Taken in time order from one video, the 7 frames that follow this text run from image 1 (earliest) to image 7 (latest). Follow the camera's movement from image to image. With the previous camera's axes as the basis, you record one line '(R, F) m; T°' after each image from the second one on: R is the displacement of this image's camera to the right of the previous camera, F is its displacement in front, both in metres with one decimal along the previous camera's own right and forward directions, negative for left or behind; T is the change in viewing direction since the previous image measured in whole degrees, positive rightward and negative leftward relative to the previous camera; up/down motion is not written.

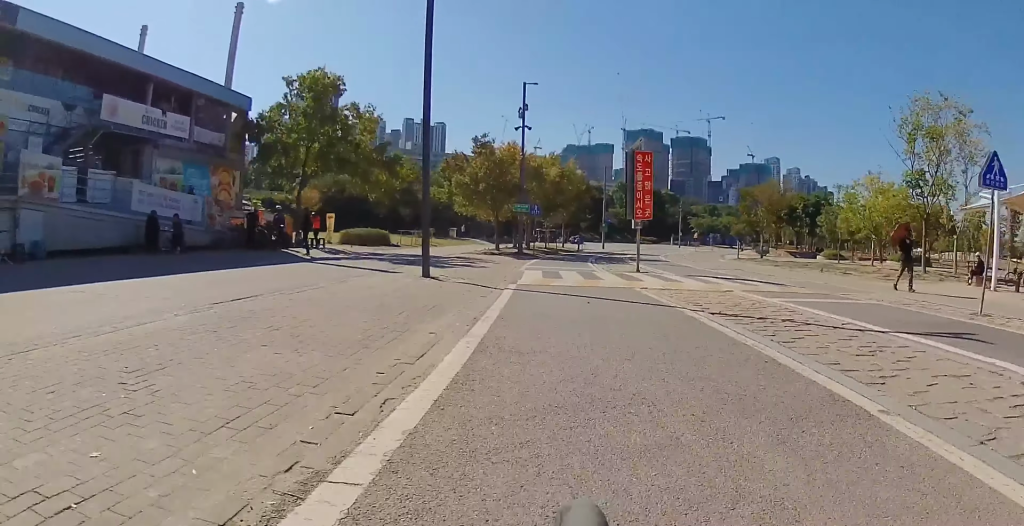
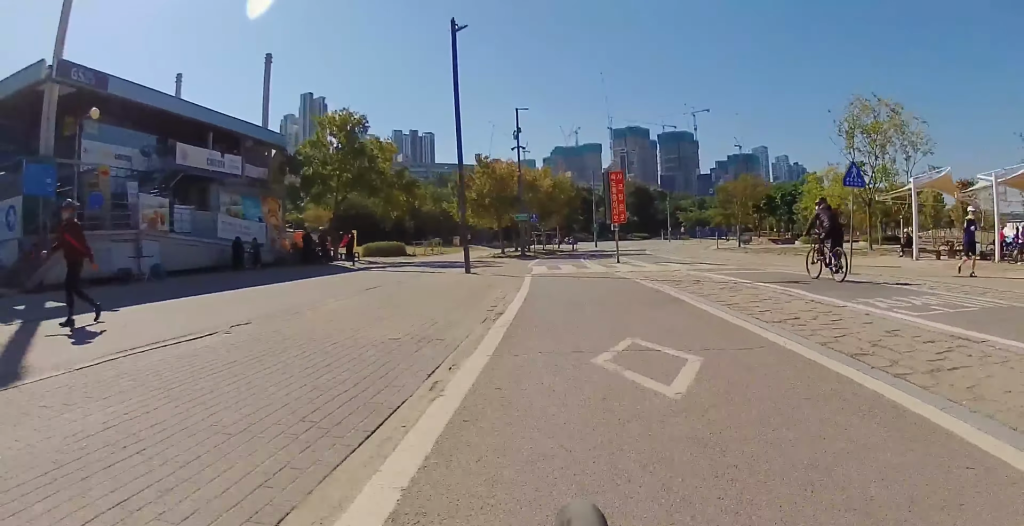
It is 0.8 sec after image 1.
(-0.1, +5.5) m; -1°
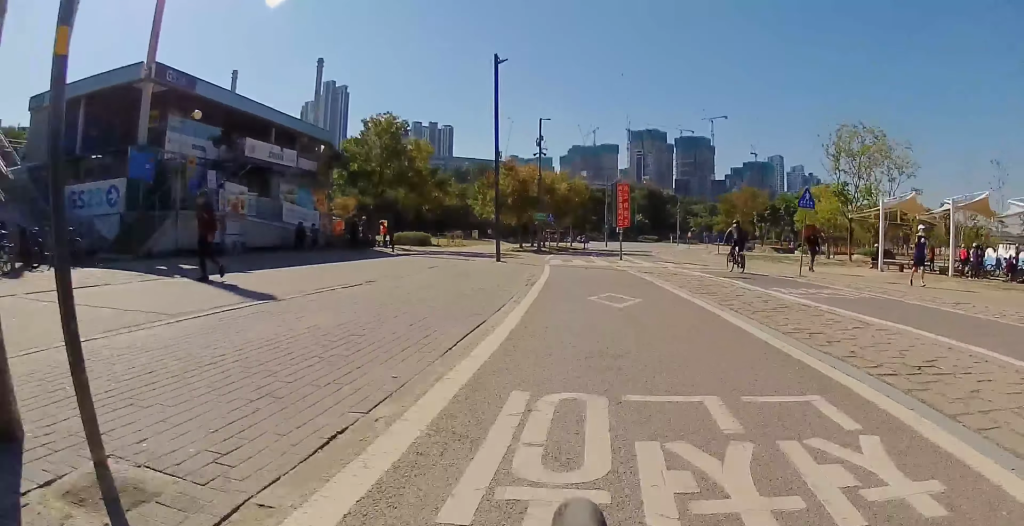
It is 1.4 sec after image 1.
(-0.4, +4.3) m; 0°
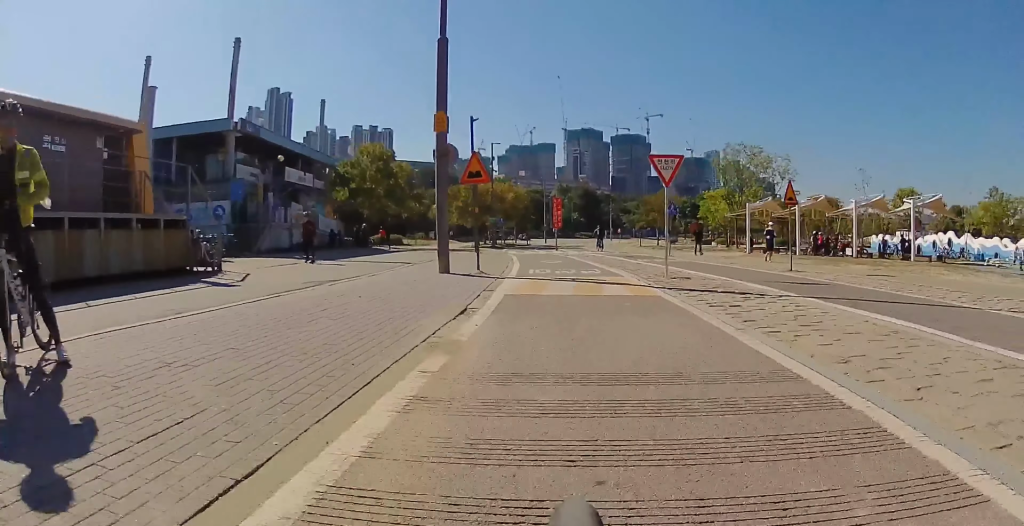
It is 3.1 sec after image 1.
(+0.9, +11.7) m; +7°
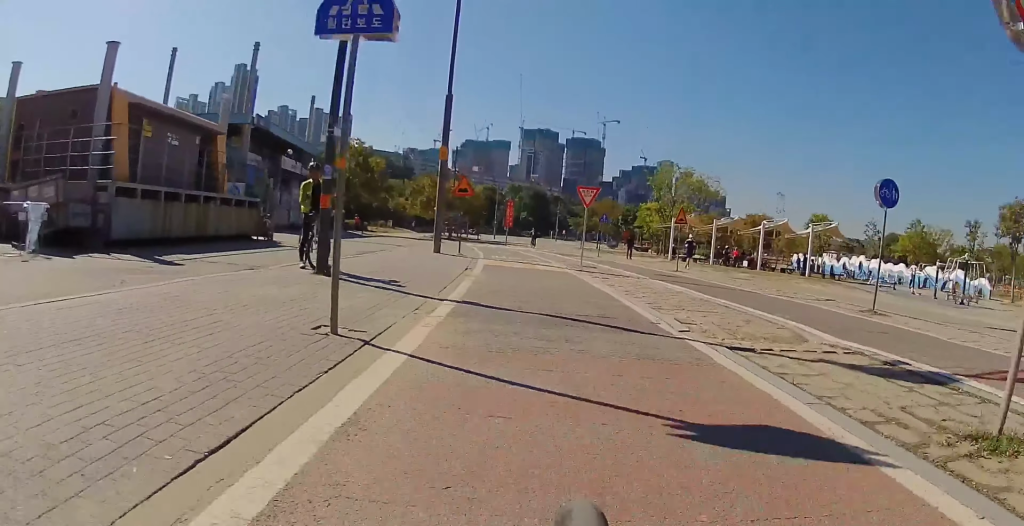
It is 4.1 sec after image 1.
(+0.3, +6.9) m; +4°
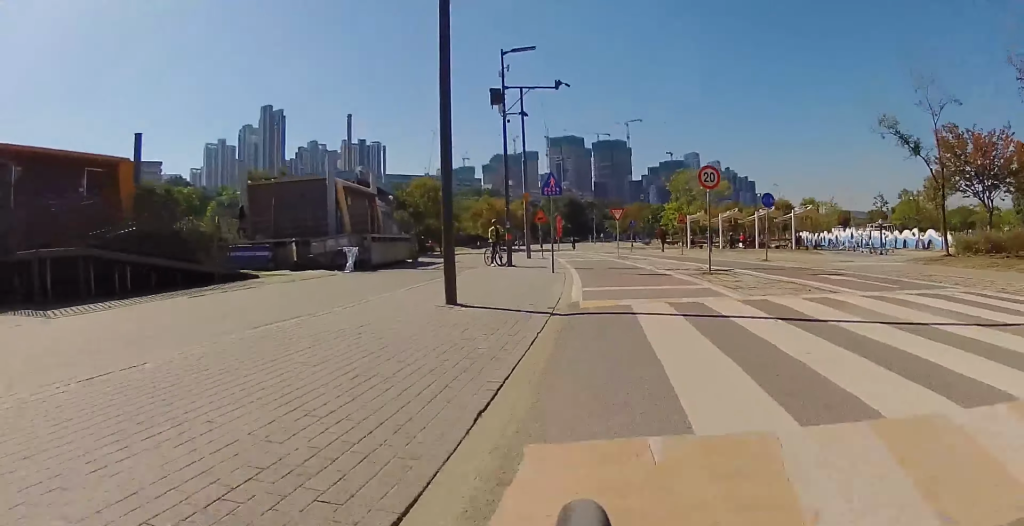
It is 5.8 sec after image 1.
(+0.2, +11.9) m; 0°
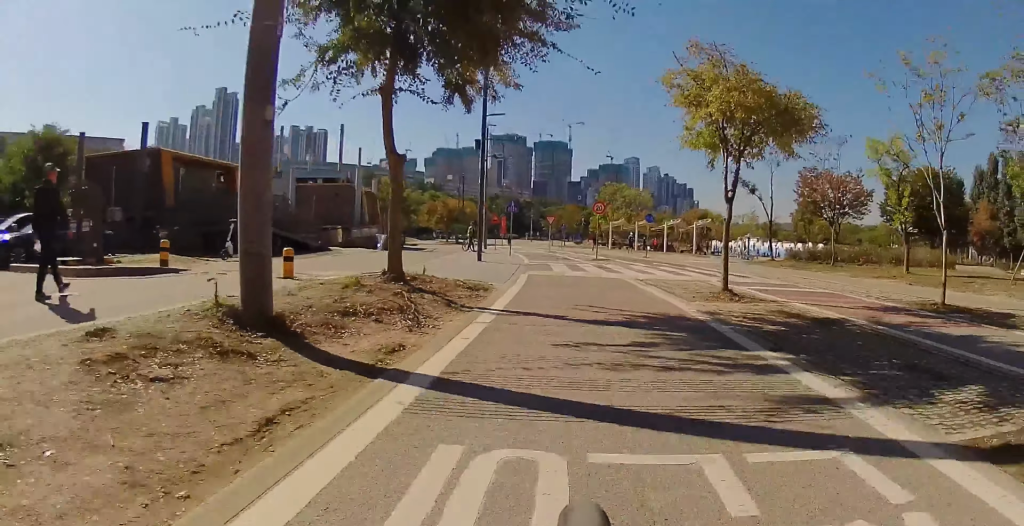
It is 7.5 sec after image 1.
(+0.1, +12.1) m; +3°
